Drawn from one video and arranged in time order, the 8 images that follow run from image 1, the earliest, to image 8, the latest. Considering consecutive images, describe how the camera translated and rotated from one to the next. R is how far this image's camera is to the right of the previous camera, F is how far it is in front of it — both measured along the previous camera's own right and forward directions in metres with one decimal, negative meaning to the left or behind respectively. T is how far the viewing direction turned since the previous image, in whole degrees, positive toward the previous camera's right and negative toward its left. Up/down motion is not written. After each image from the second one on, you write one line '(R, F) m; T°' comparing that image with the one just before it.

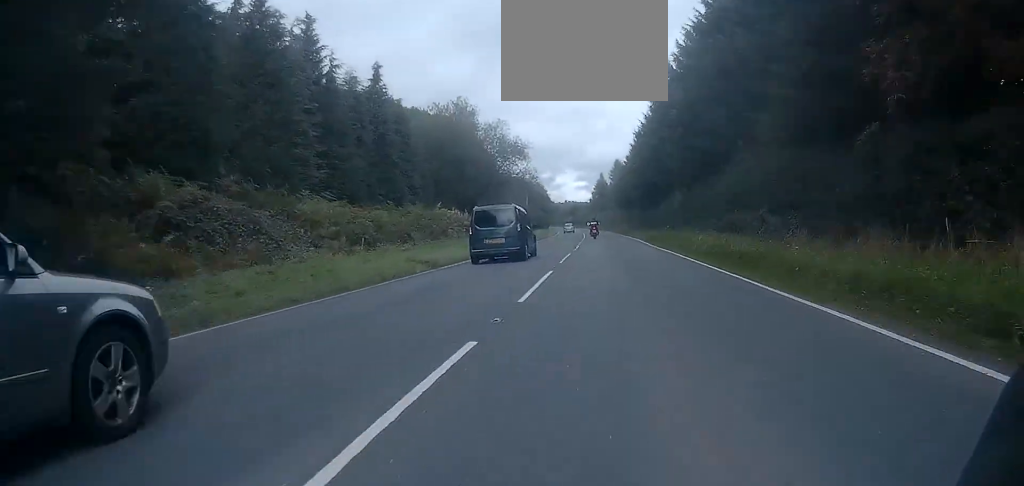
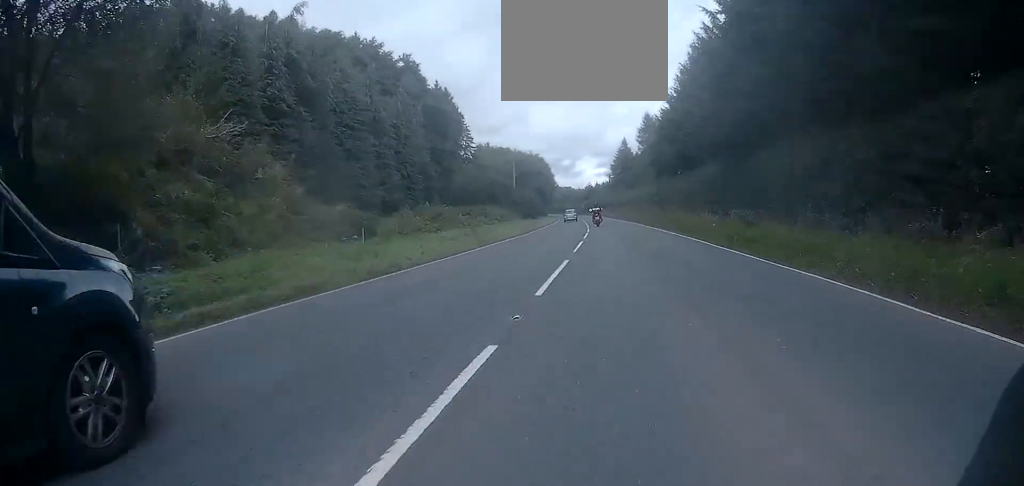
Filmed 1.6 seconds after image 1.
(-1.1, +54.2) m; -2°
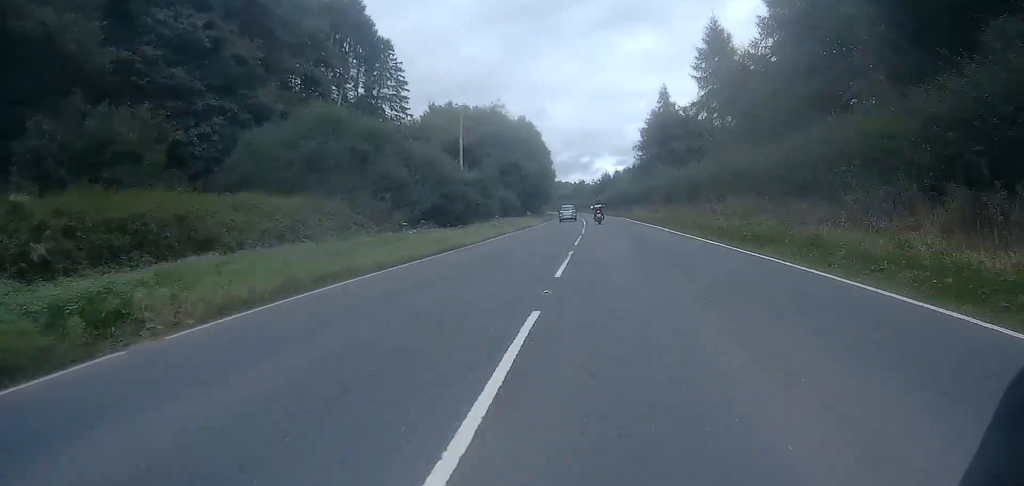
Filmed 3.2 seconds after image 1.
(-1.2, +52.8) m; -2°
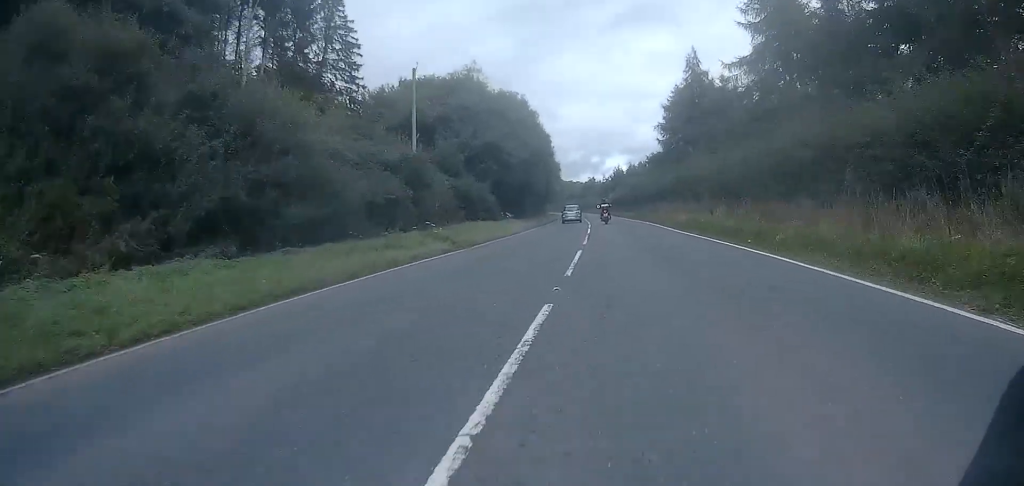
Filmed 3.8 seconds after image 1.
(-0.2, +17.9) m; -1°
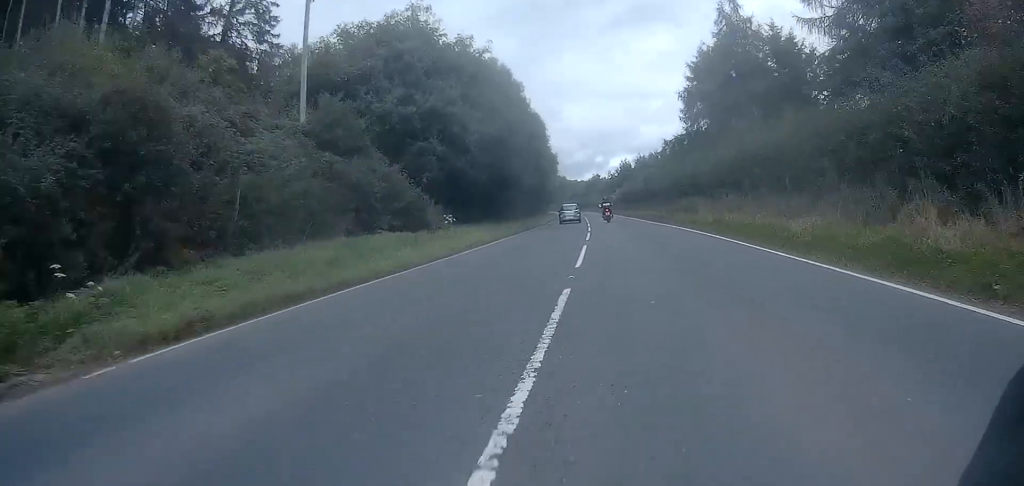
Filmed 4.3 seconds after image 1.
(0.0, +16.7) m; -1°
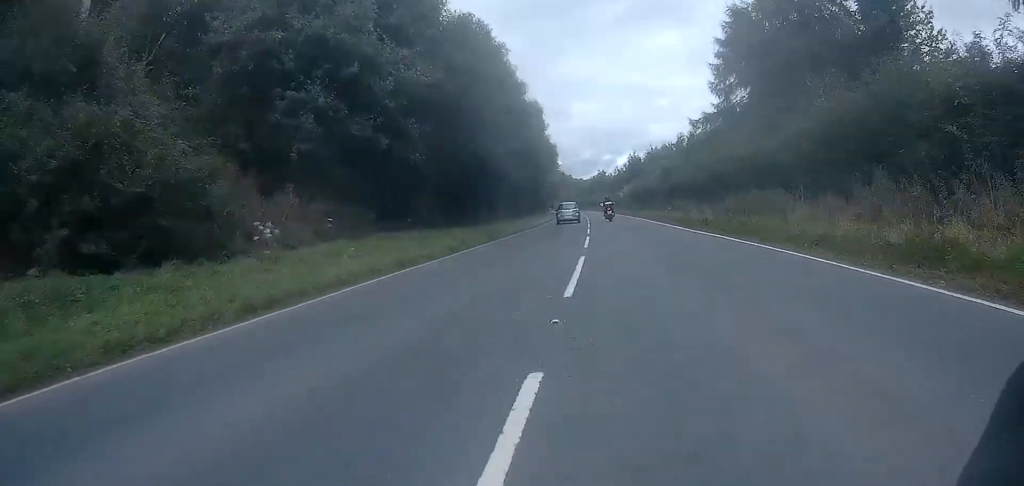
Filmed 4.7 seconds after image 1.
(-0.2, +13.1) m; -1°
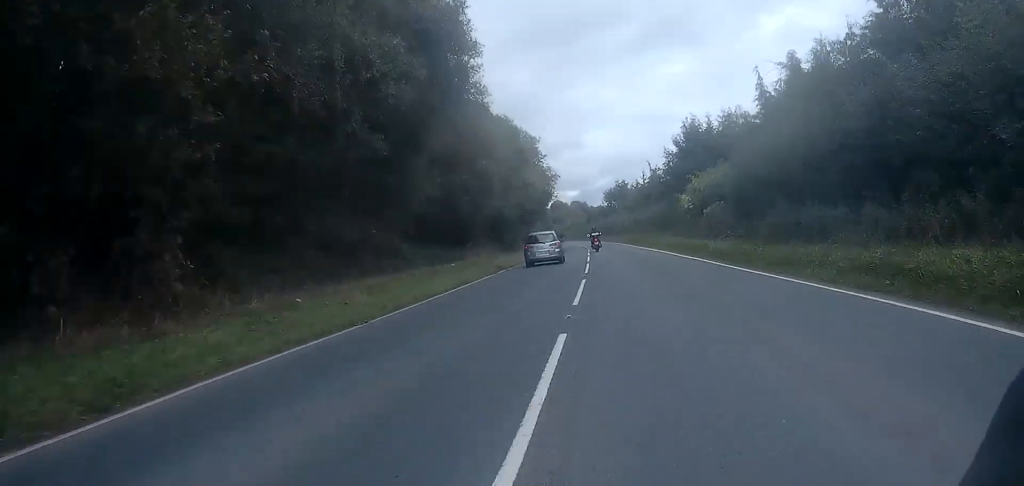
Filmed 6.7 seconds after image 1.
(-1.1, +60.1) m; -2°
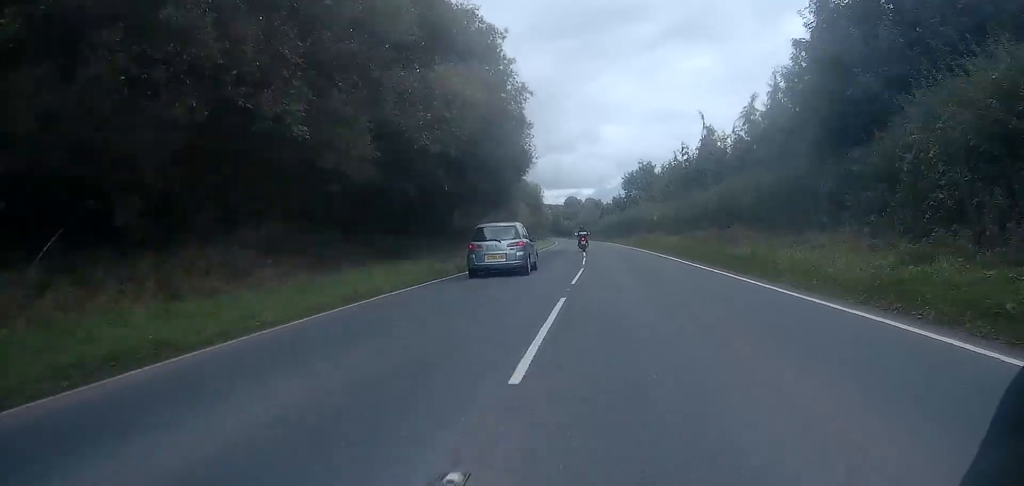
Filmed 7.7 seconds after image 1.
(-0.1, +31.8) m; -1°
